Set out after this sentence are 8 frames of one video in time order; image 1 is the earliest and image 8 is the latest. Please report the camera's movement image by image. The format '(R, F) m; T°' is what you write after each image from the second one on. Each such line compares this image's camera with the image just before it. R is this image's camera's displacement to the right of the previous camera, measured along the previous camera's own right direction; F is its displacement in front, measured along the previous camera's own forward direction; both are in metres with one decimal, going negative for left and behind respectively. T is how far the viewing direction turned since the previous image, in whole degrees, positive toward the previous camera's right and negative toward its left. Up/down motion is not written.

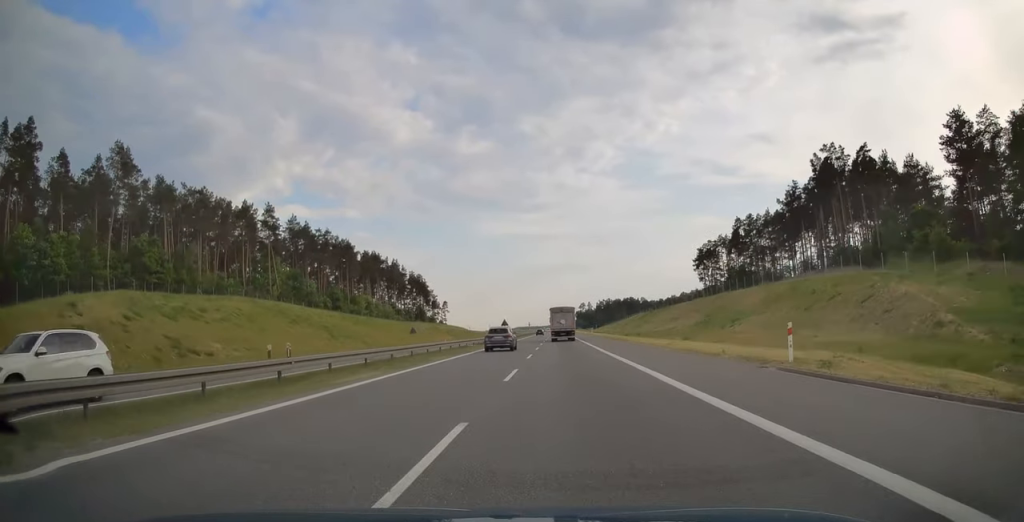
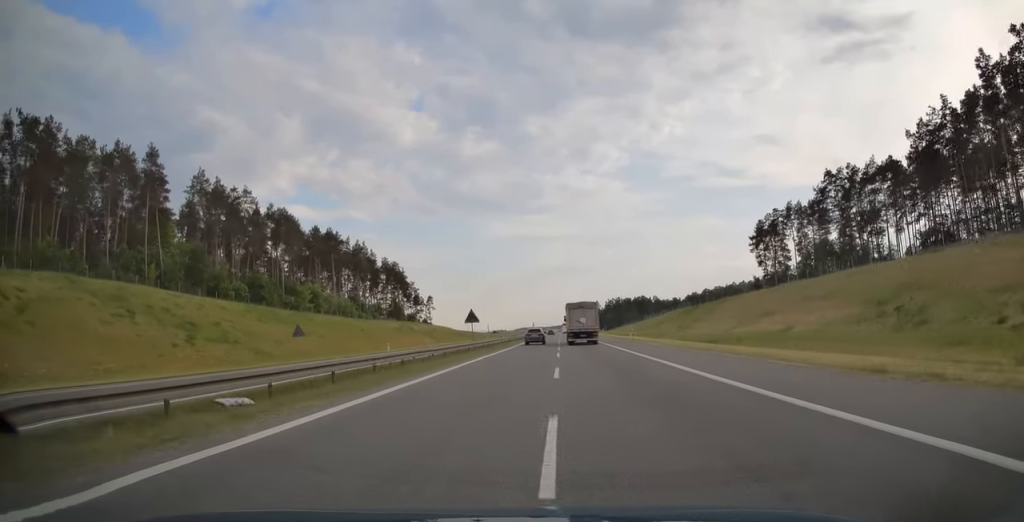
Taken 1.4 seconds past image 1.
(-0.1, +46.6) m; 0°
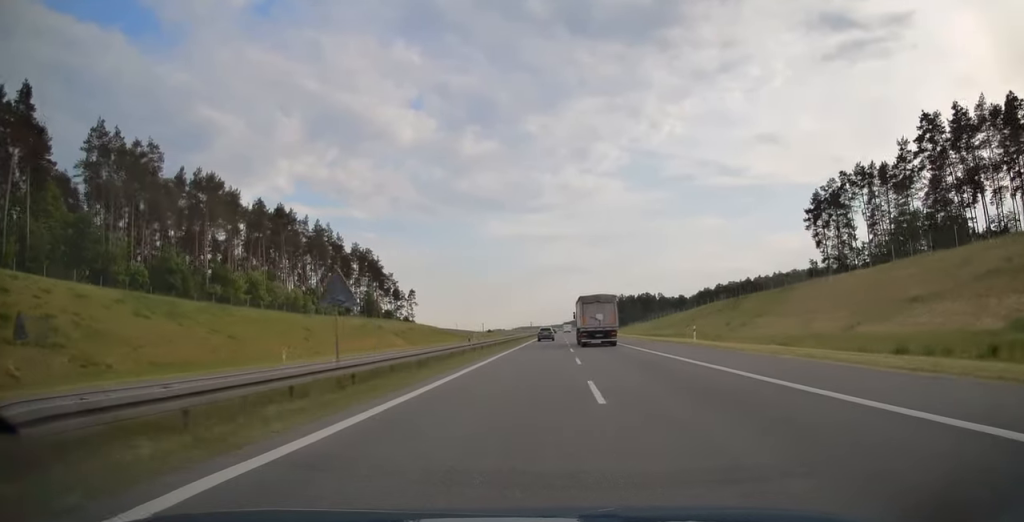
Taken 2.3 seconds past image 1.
(-0.2, +30.0) m; 0°
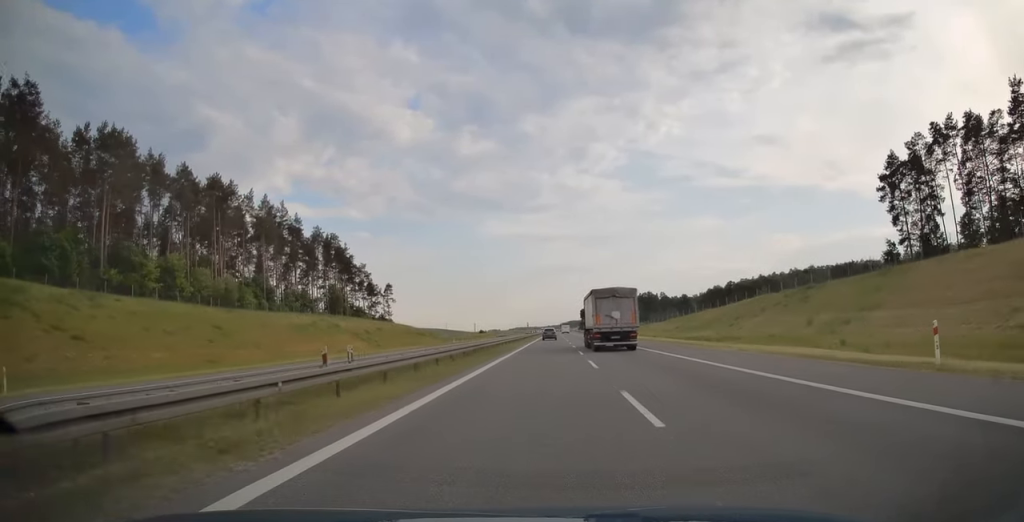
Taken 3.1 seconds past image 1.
(-0.1, +26.4) m; 0°
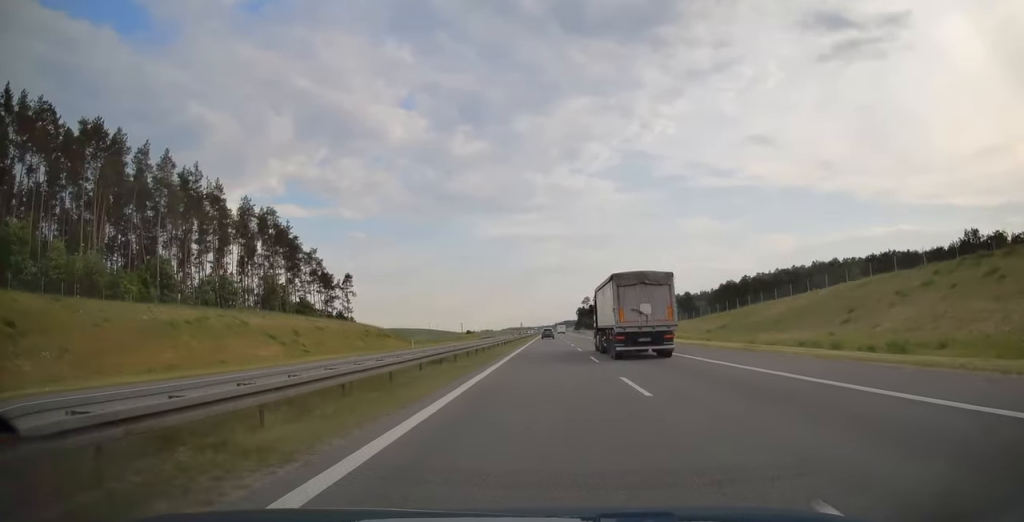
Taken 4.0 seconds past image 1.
(+0.1, +32.3) m; +1°
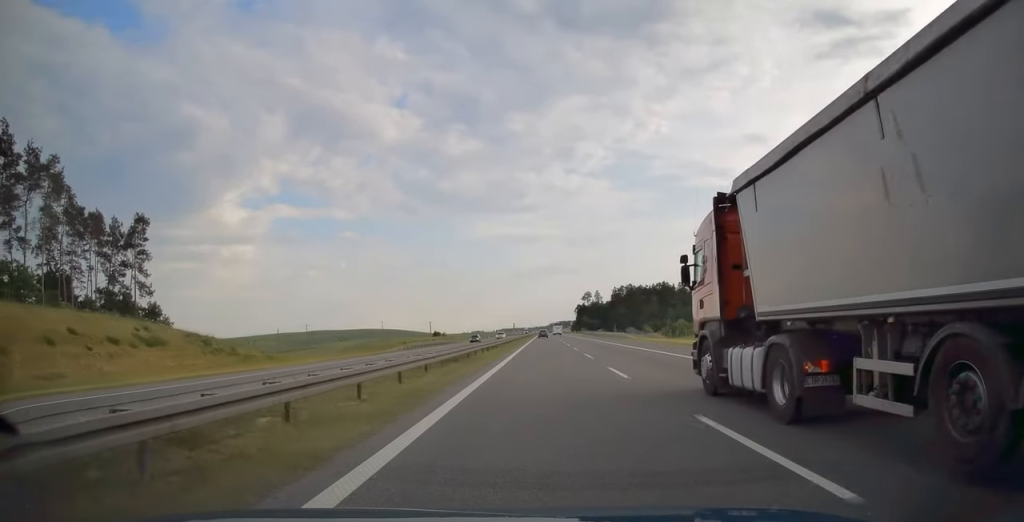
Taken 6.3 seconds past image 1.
(+0.4, +78.2) m; 0°
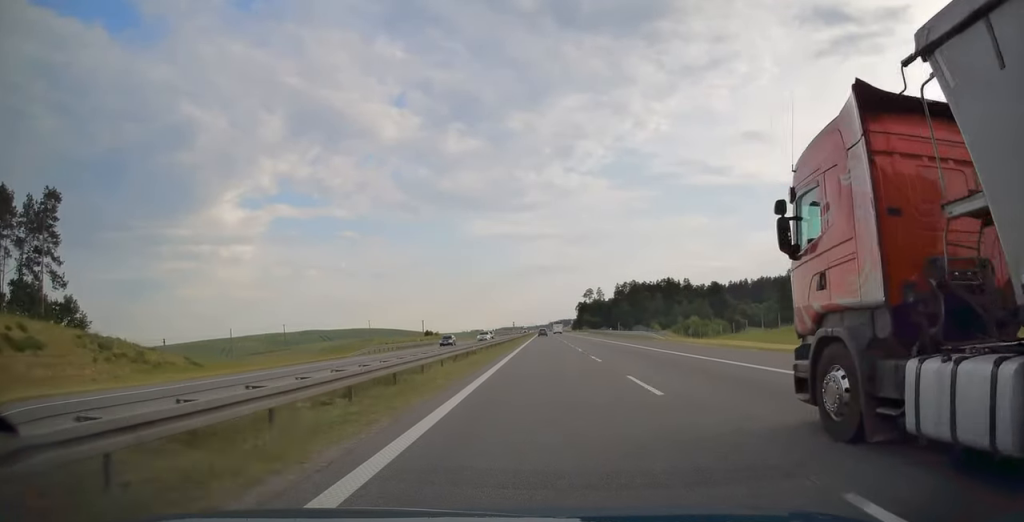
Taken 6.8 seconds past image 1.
(0.0, +16.4) m; 0°
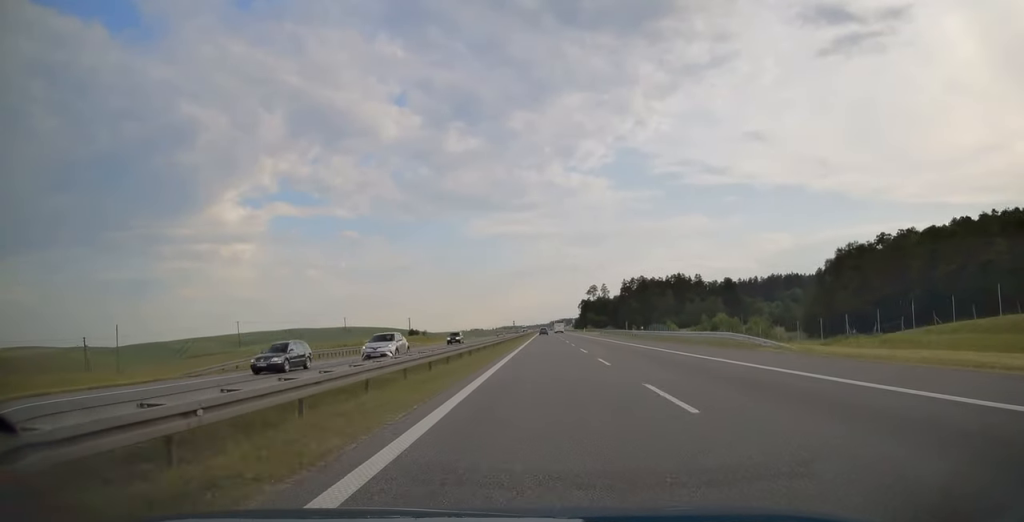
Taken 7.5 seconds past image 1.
(+0.1, +26.7) m; 0°
